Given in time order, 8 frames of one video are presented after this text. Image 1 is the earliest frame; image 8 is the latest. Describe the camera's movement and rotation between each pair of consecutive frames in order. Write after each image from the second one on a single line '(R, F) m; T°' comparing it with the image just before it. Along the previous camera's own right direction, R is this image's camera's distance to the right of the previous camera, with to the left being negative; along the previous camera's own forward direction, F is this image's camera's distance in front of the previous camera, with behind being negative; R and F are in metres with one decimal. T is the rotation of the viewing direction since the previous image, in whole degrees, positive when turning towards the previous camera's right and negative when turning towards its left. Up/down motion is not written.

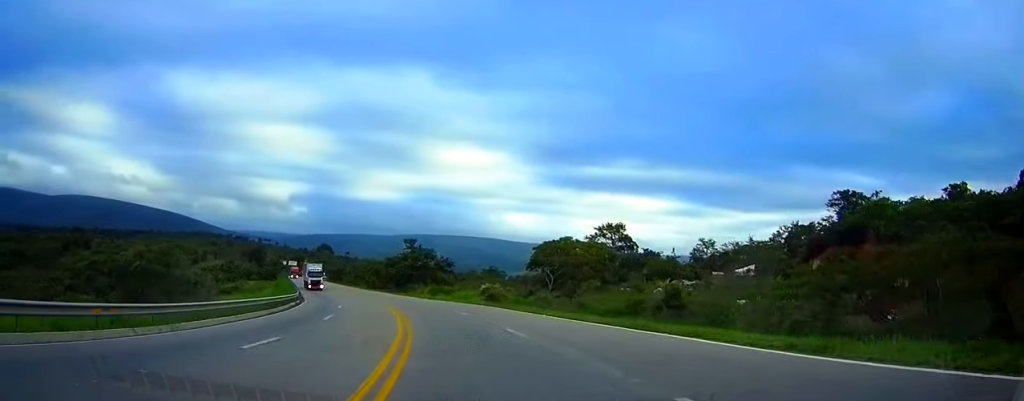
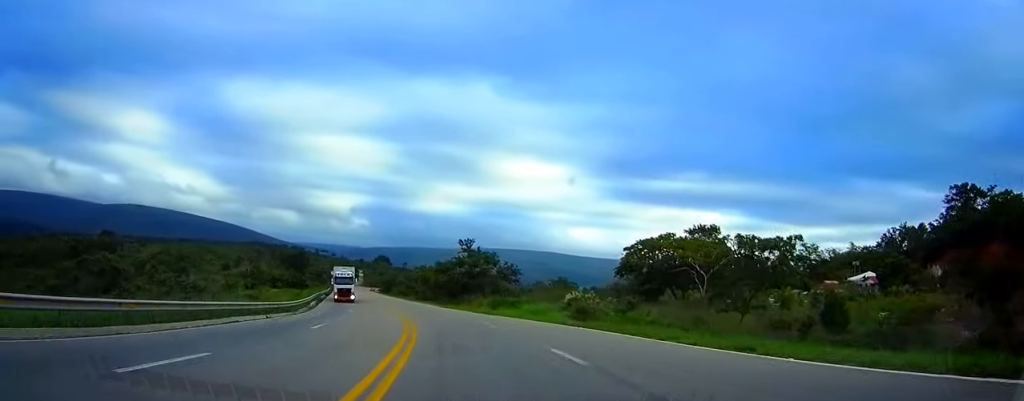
(-0.8, +23.2) m; -5°
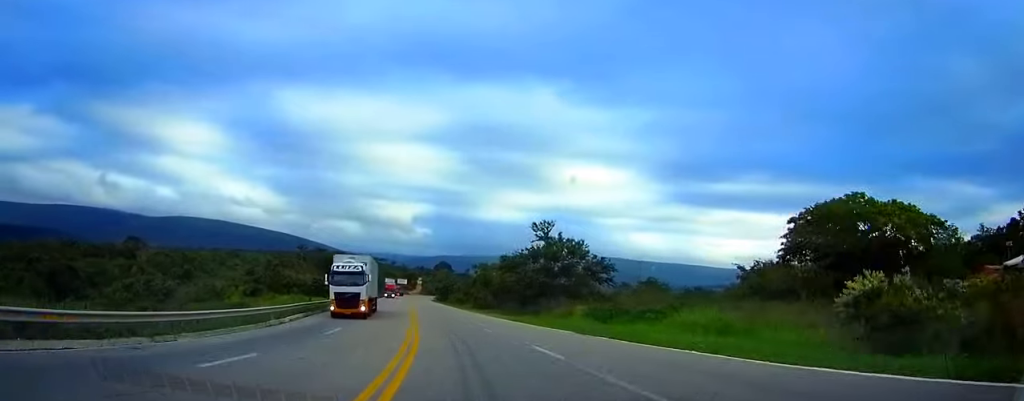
(-1.5, +29.0) m; -6°
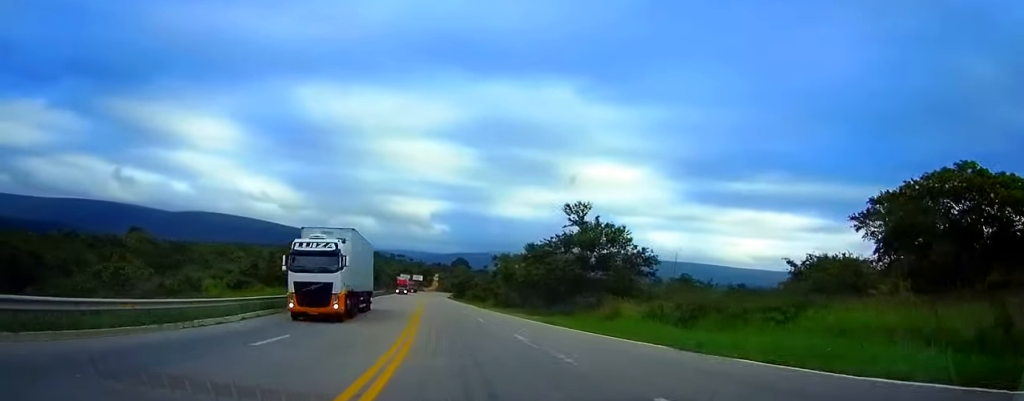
(-0.4, +11.7) m; -2°
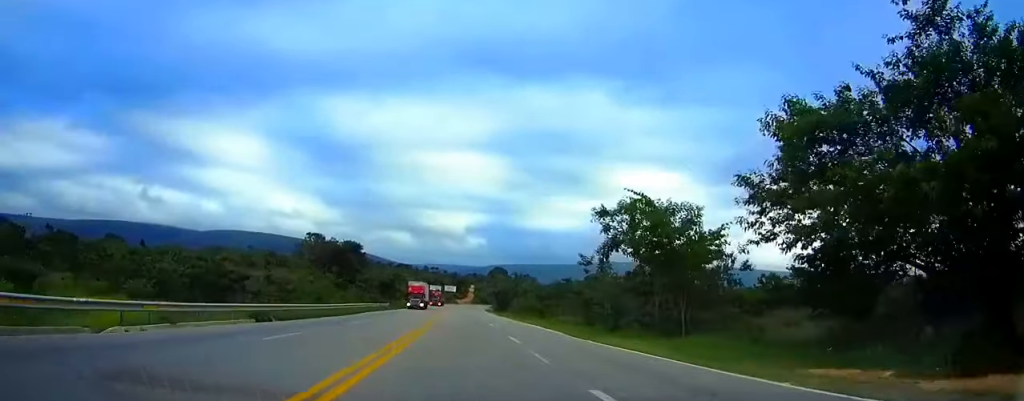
(-2.3, +46.6) m; -4°
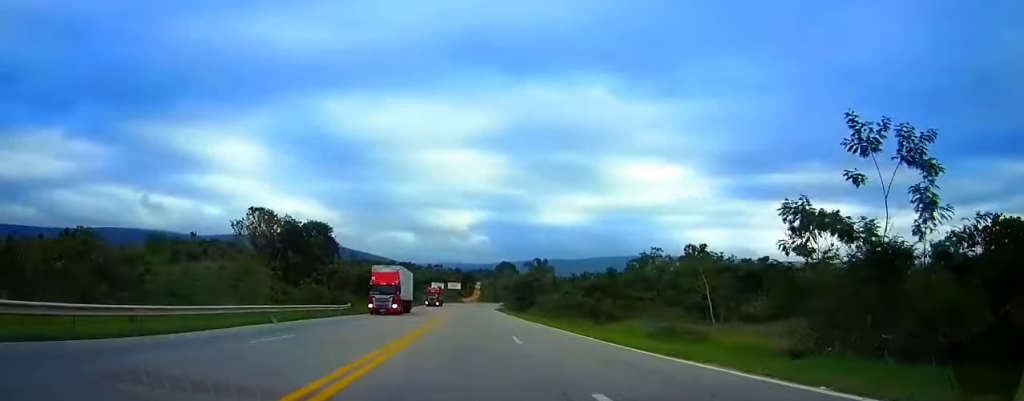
(-0.3, +33.2) m; -1°
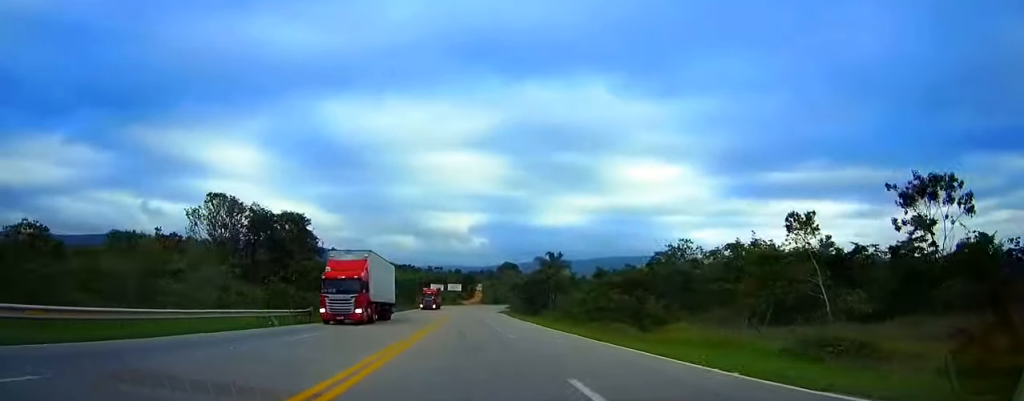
(0.0, +14.1) m; 0°
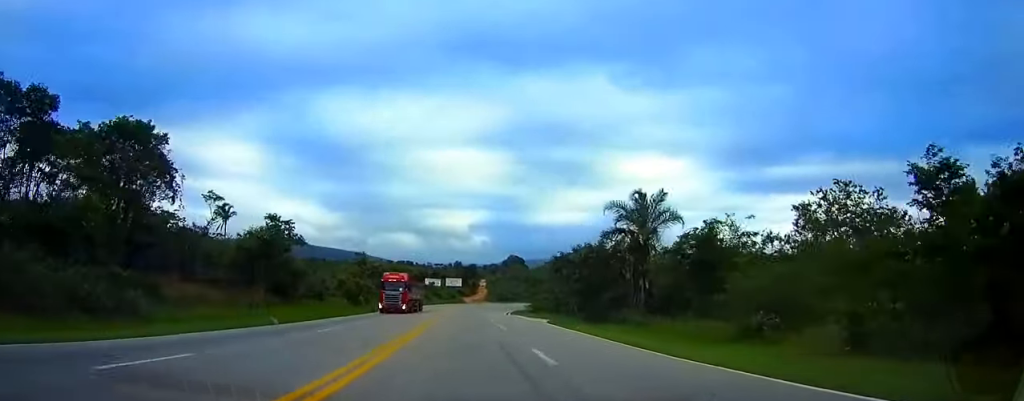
(-0.2, +42.4) m; 0°
